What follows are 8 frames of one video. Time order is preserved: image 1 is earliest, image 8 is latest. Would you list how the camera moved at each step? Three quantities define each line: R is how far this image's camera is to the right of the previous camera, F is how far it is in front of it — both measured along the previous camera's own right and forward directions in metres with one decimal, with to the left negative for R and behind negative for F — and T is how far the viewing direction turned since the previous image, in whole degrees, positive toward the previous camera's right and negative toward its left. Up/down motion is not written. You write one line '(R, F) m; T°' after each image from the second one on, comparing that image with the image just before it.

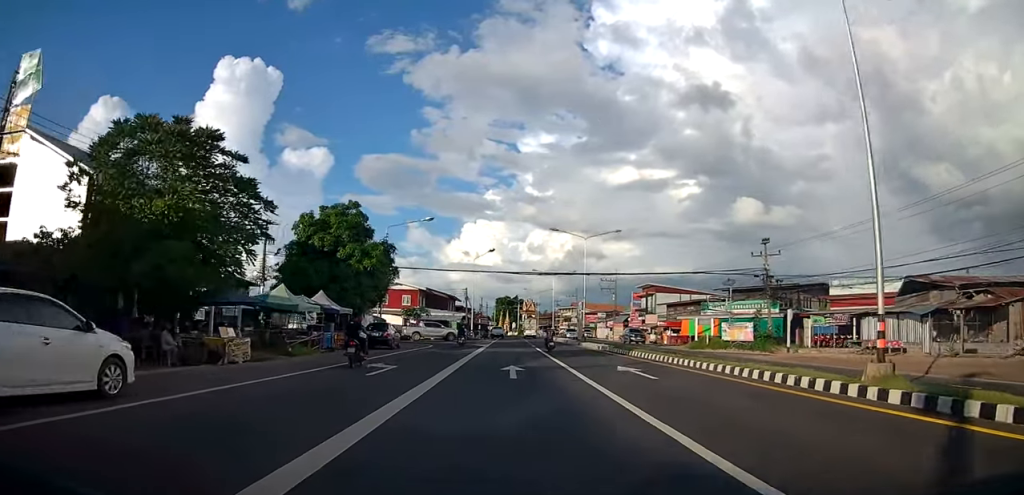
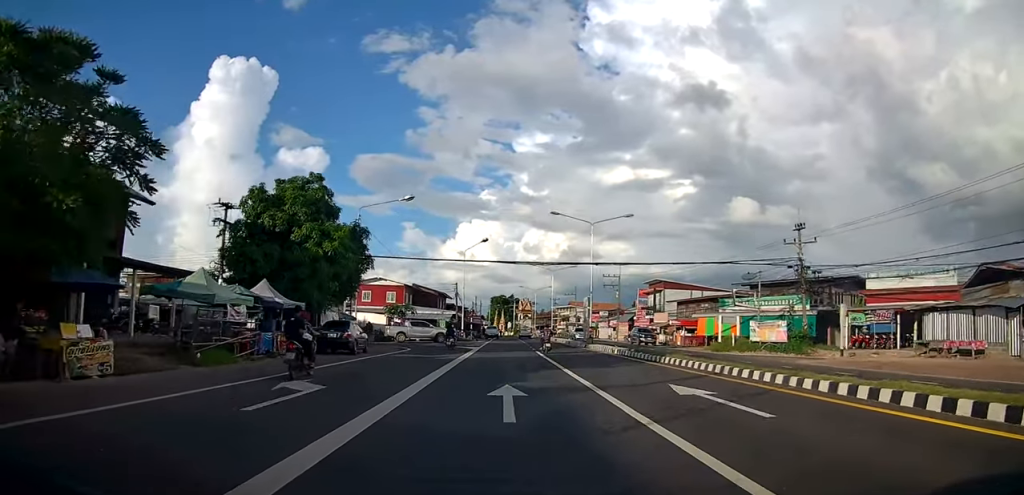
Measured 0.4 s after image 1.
(0.0, +6.6) m; 0°
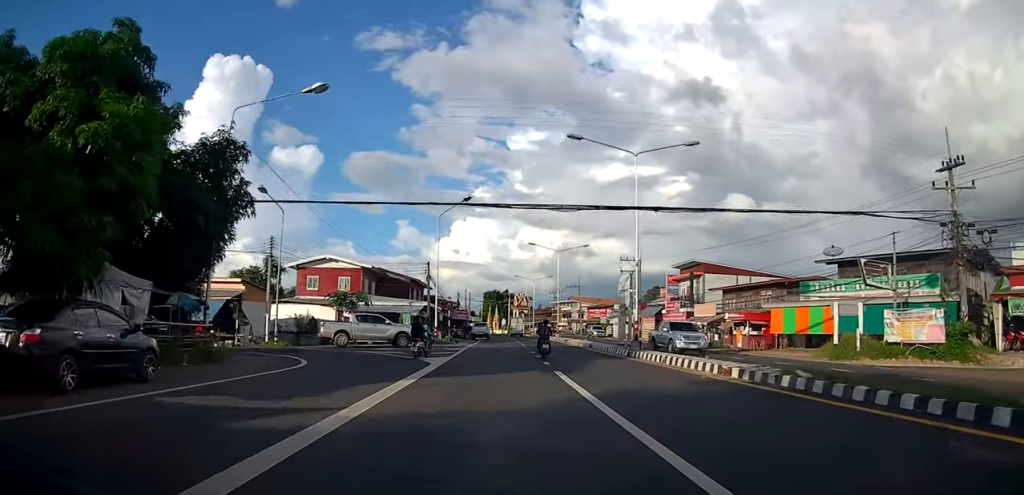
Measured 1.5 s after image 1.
(+0.1, +16.4) m; -2°
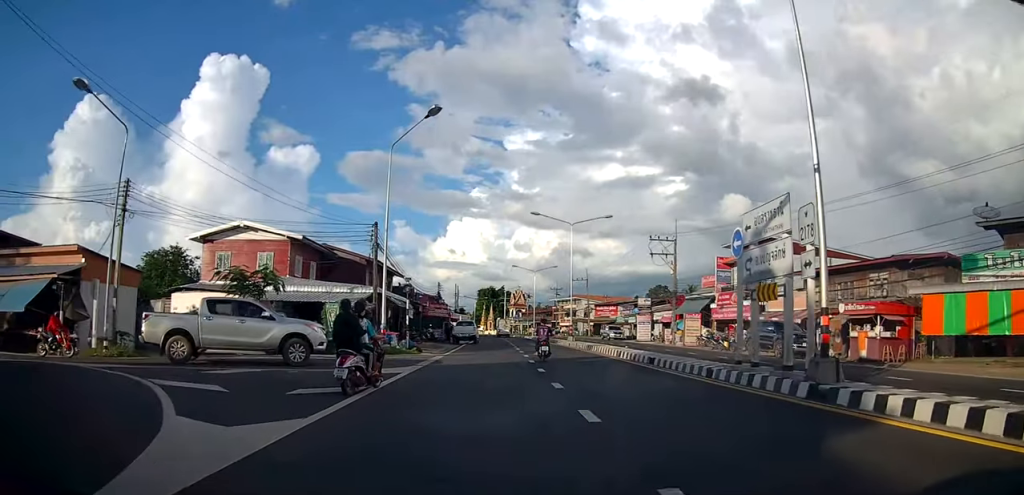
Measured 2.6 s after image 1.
(-0.4, +16.1) m; +2°
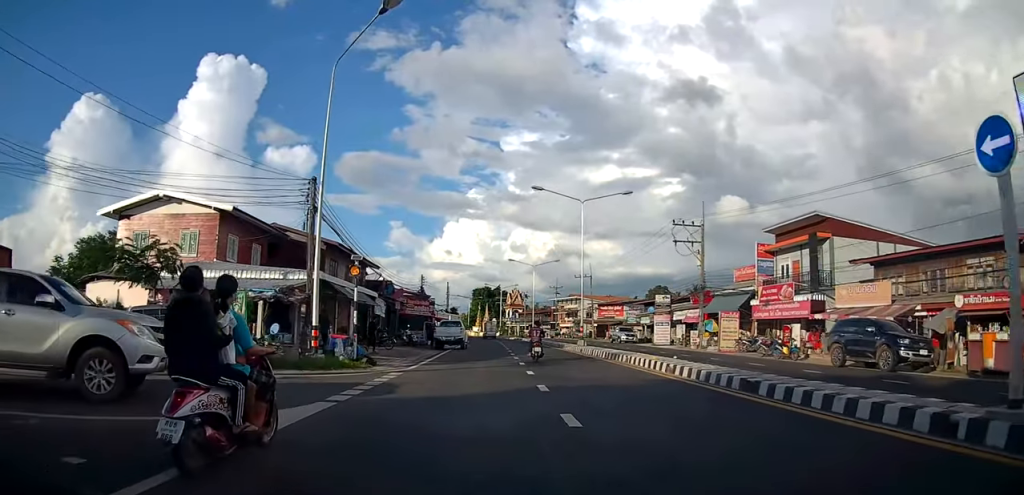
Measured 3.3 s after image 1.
(+0.8, +8.8) m; 0°
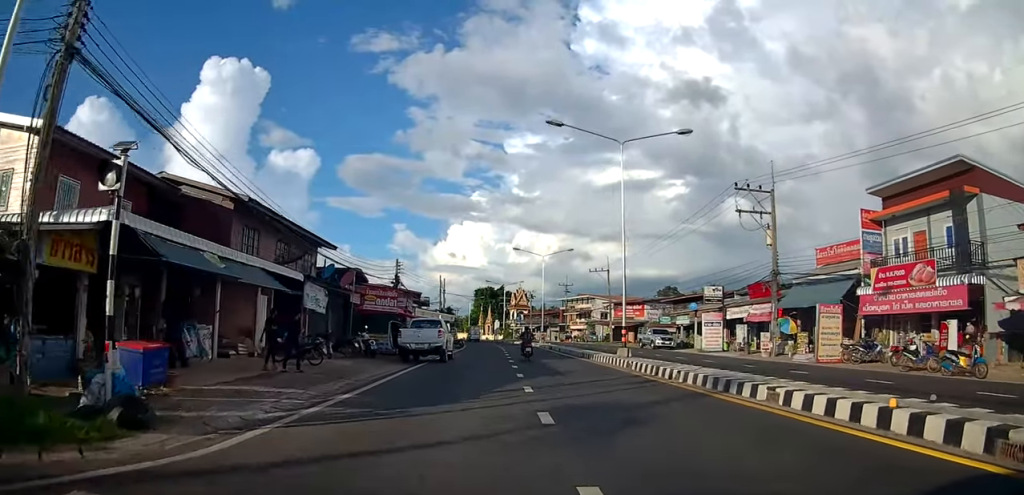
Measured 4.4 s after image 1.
(-0.8, +11.9) m; -1°
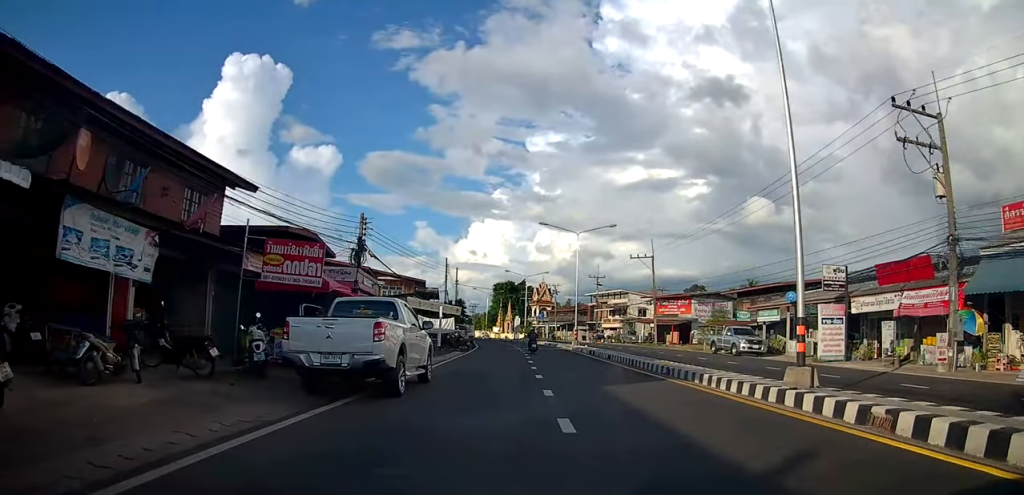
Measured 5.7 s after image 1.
(+0.7, +12.3) m; +1°
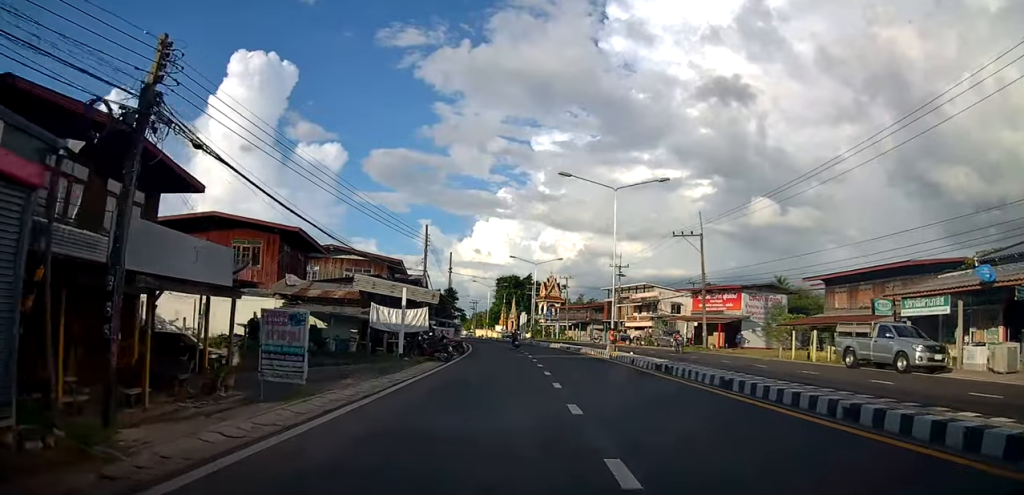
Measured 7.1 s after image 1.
(-0.2, +13.8) m; -1°
